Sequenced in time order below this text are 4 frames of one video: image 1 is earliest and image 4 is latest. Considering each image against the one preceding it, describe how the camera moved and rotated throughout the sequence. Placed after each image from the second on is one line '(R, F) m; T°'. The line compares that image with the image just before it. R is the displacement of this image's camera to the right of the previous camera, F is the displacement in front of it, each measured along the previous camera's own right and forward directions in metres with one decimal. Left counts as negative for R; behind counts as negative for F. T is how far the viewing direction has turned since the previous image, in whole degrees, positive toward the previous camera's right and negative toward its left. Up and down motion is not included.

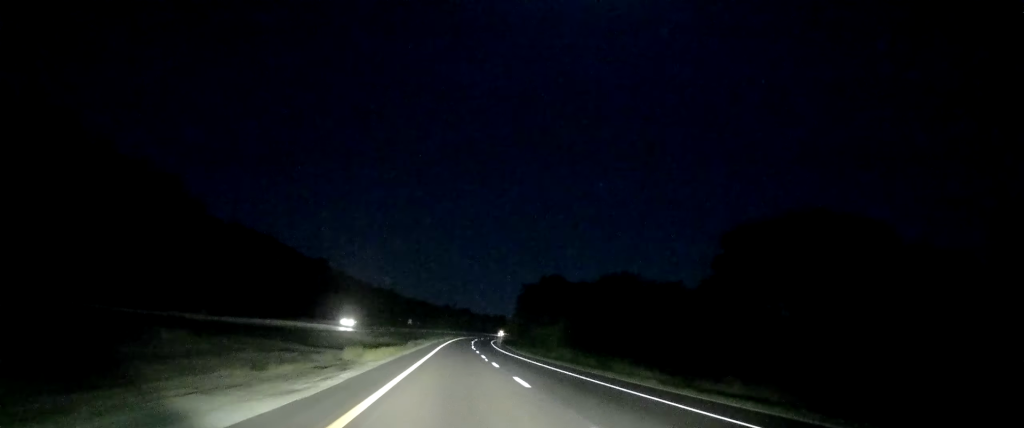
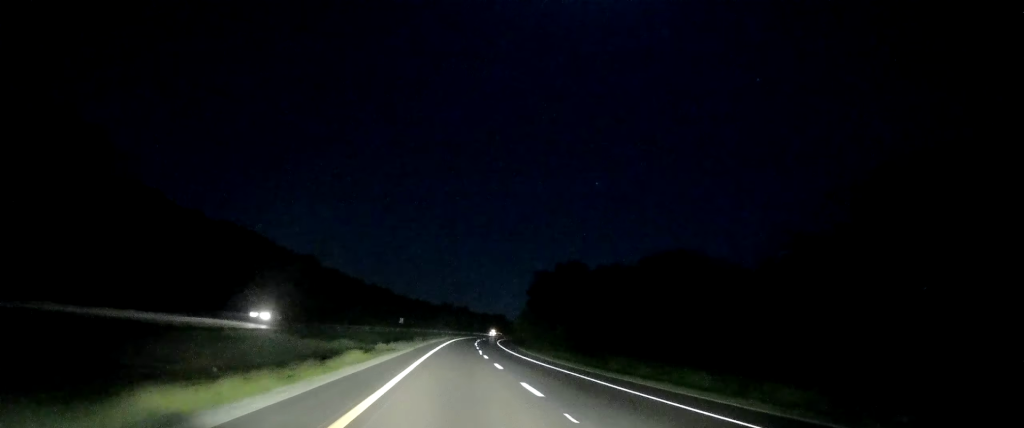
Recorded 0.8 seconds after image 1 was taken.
(-0.4, +27.2) m; 0°
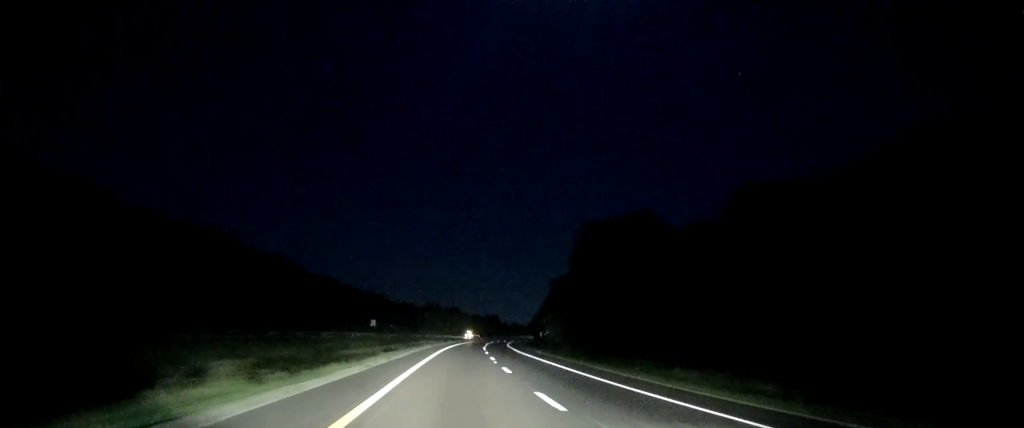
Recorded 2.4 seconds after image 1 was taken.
(+1.5, +53.2) m; +2°
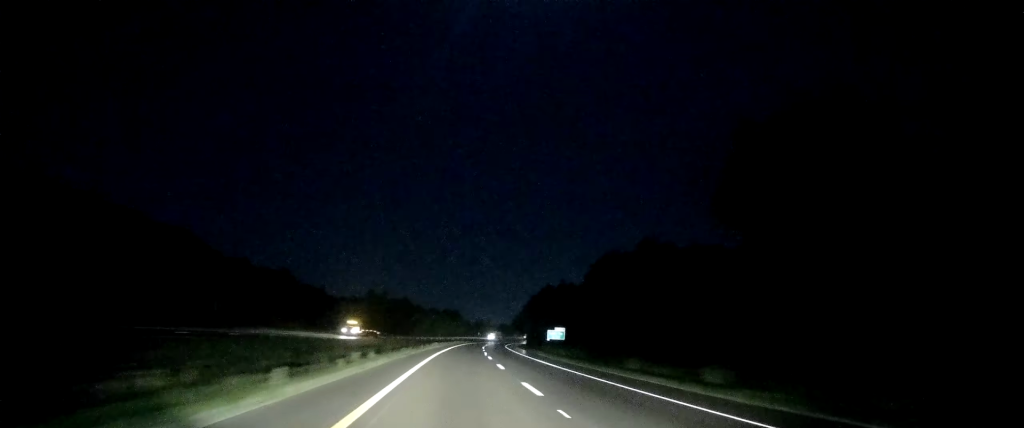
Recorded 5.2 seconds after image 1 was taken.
(+0.9, +95.5) m; +4°
